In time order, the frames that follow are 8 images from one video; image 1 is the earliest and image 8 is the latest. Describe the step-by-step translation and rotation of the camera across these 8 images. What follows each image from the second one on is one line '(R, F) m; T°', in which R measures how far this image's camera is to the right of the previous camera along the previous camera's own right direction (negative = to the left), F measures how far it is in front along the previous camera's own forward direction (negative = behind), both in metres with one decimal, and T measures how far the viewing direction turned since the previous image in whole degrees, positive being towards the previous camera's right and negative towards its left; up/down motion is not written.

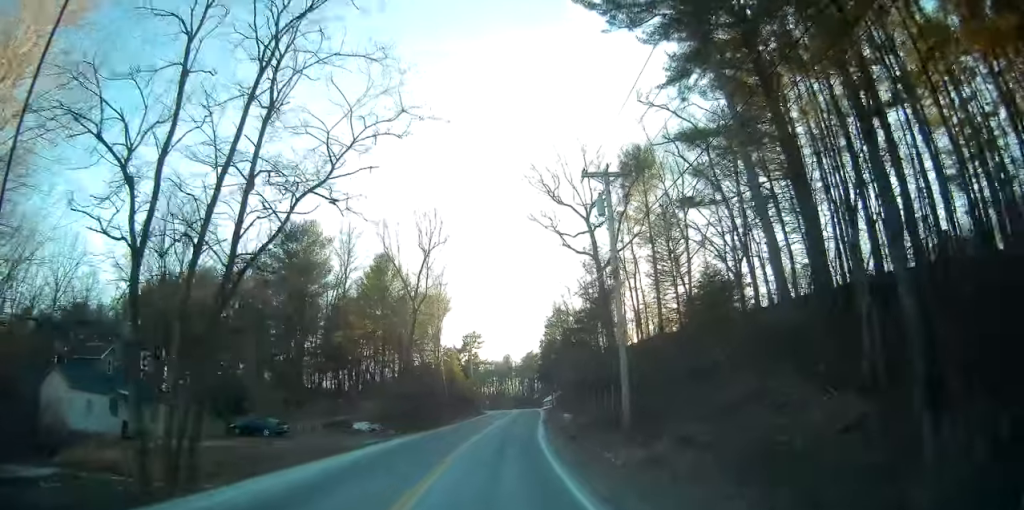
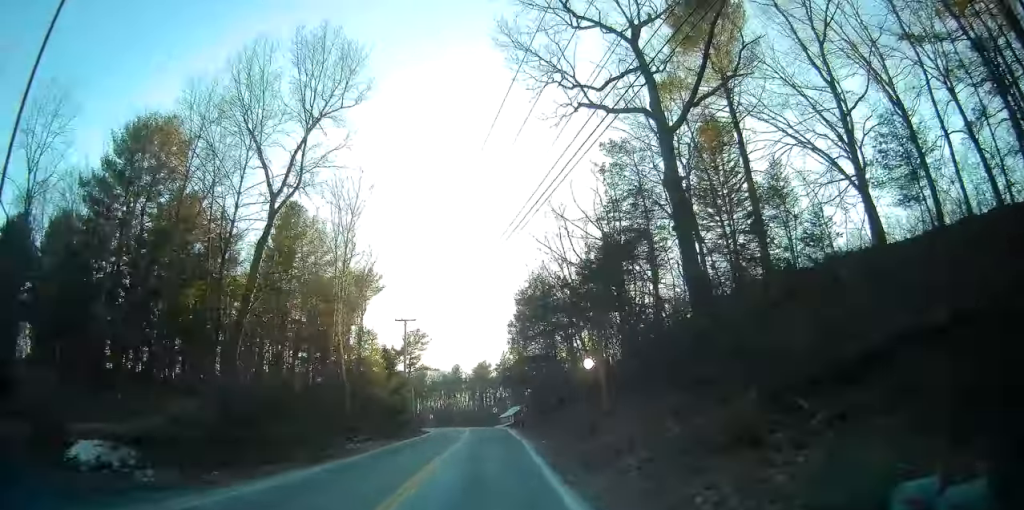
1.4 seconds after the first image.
(+0.7, +29.1) m; +3°
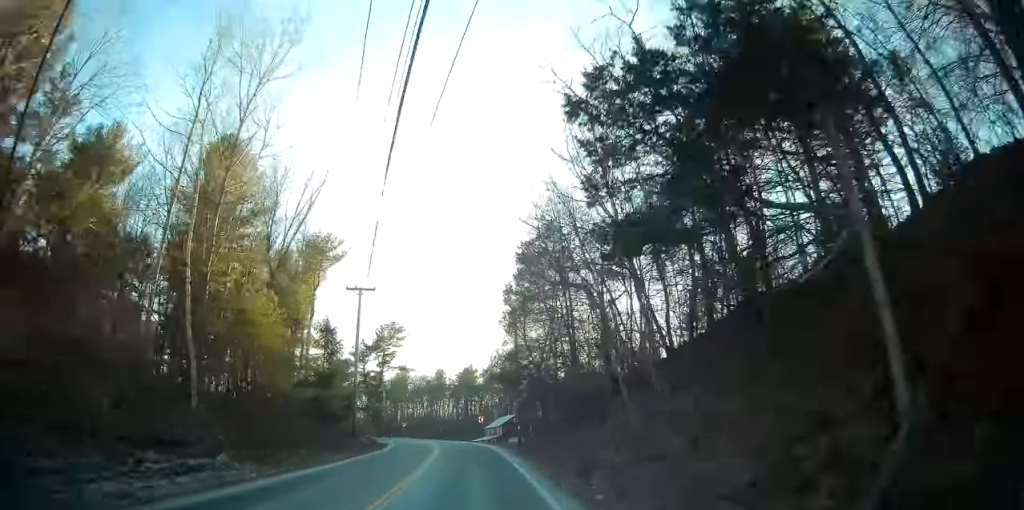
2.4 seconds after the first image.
(+0.6, +18.6) m; +3°
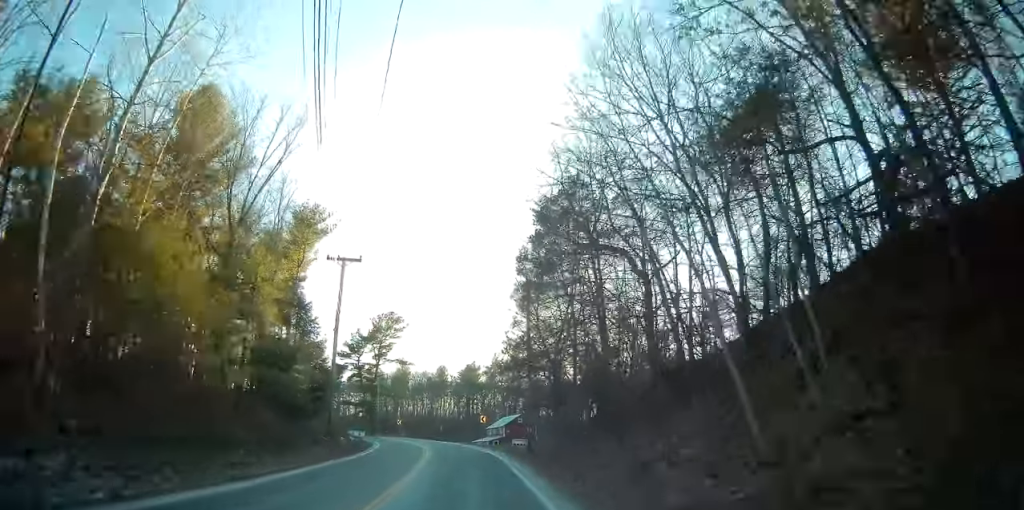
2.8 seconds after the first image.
(+0.1, +7.9) m; +1°
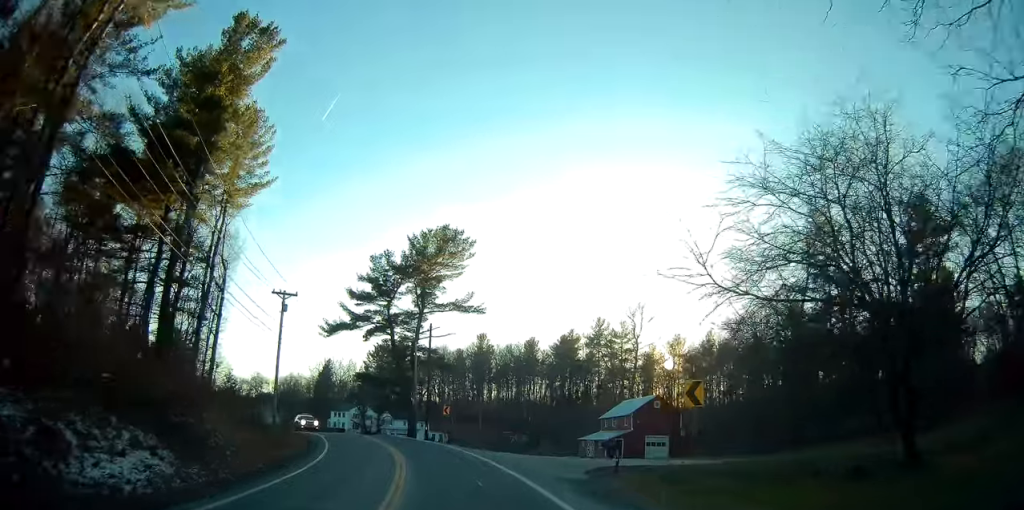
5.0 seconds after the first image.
(-3.2, +42.6) m; -9°
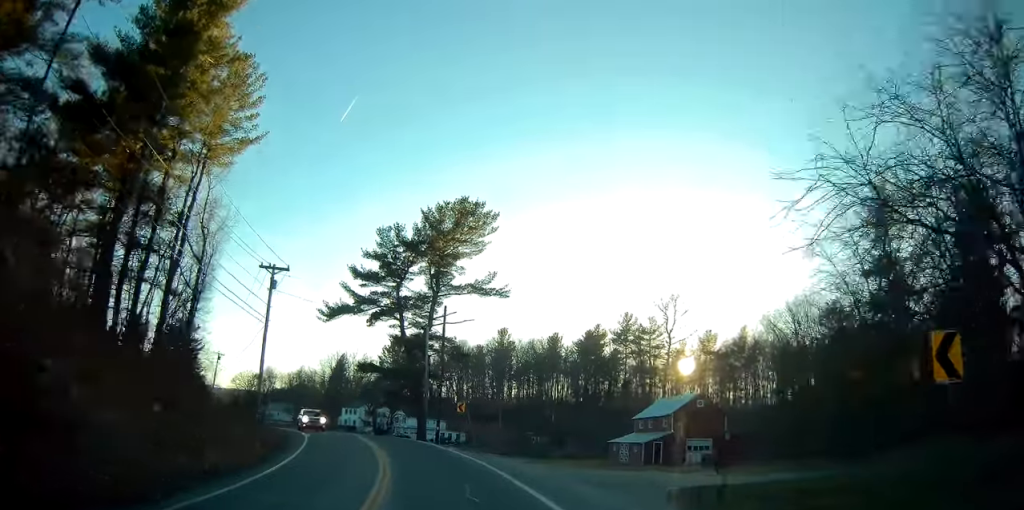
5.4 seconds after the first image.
(+0.1, +7.9) m; -2°
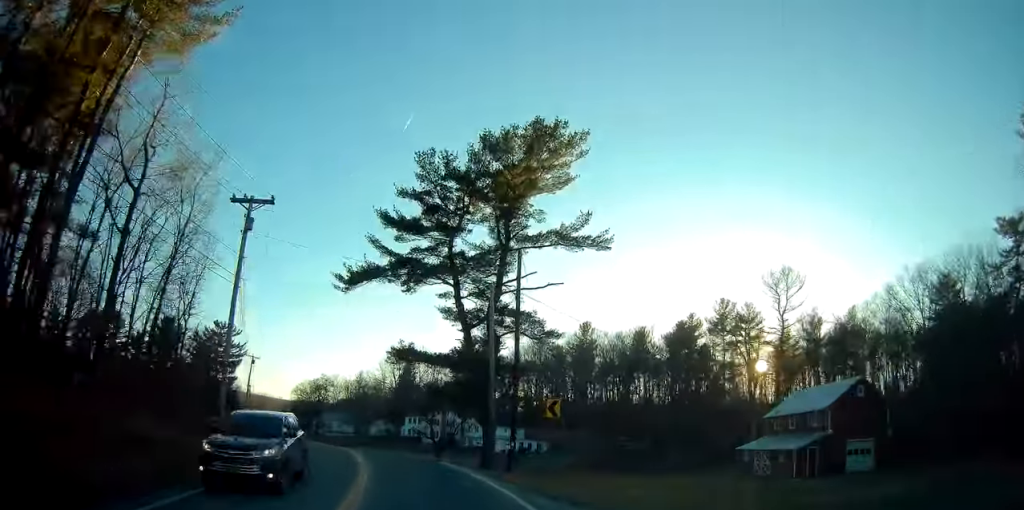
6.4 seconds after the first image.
(-0.9, +16.6) m; -7°
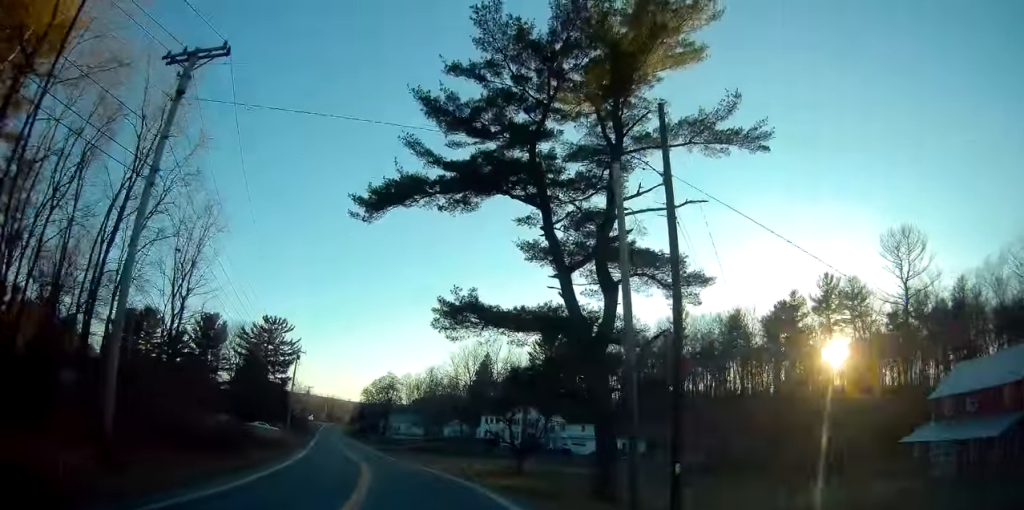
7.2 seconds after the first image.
(-0.9, +14.1) m; -9°
